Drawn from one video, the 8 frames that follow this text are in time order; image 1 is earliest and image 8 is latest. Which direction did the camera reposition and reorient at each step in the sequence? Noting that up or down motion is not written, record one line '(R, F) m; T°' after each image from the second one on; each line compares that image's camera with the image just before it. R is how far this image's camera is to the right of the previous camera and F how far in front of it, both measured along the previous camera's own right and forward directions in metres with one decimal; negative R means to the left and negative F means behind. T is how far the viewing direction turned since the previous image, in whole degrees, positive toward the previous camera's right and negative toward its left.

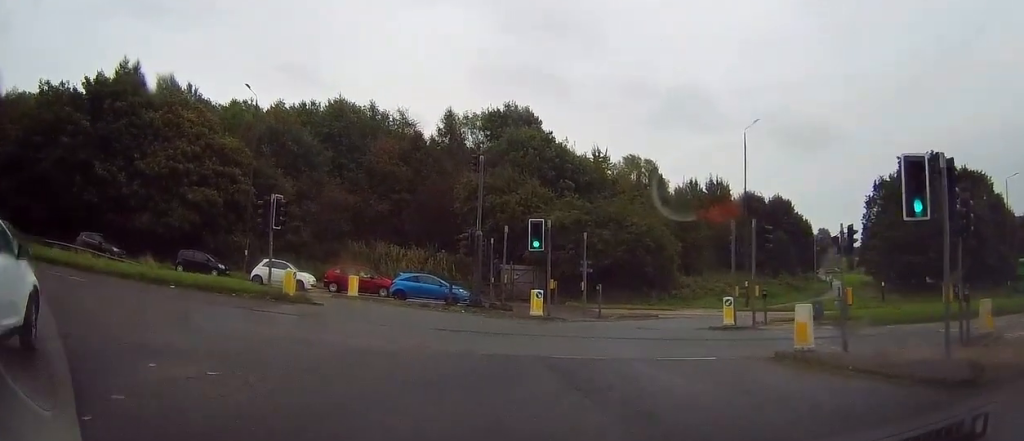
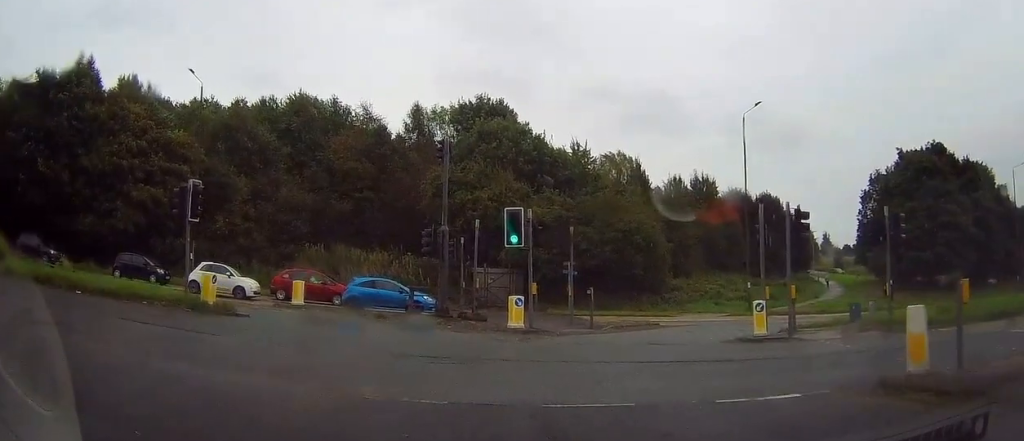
(0.0, +4.6) m; +3°
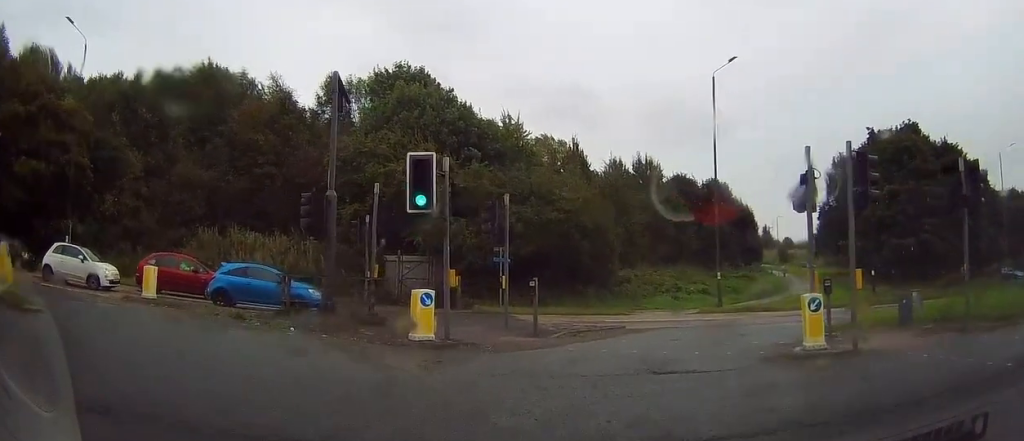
(+0.4, +6.8) m; +7°
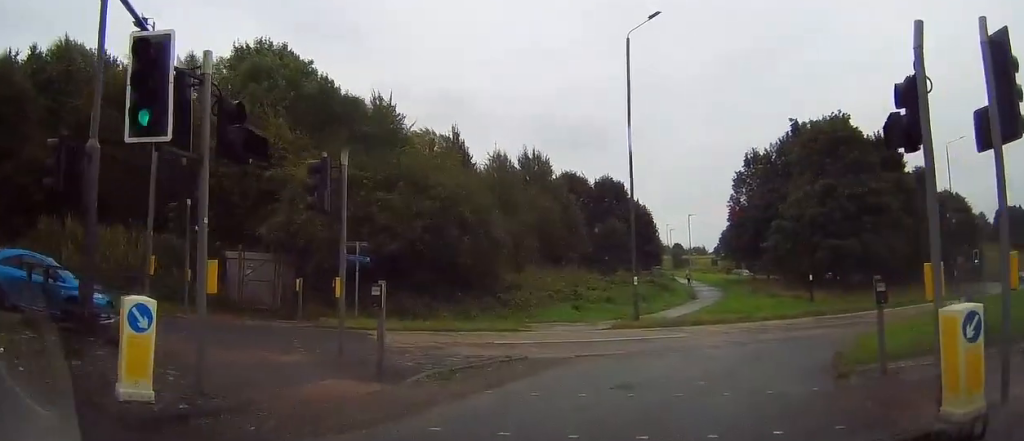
(+0.6, +6.8) m; +11°
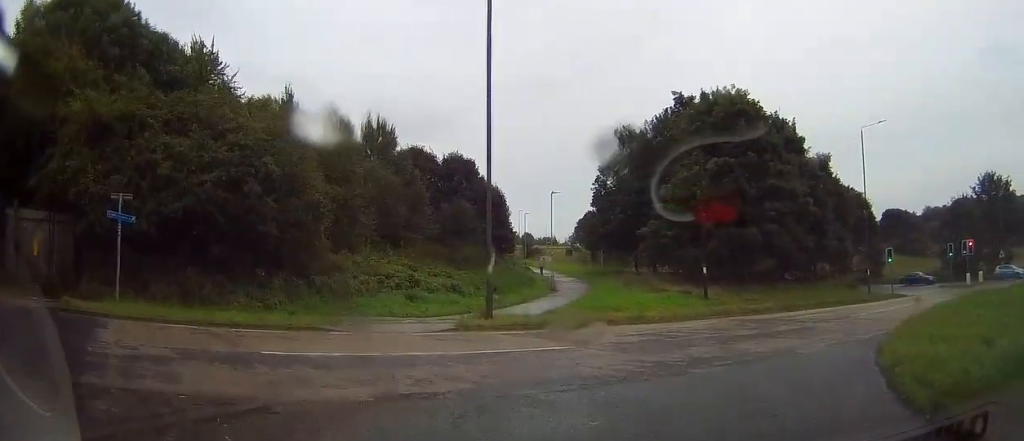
(+0.5, +7.3) m; +10°
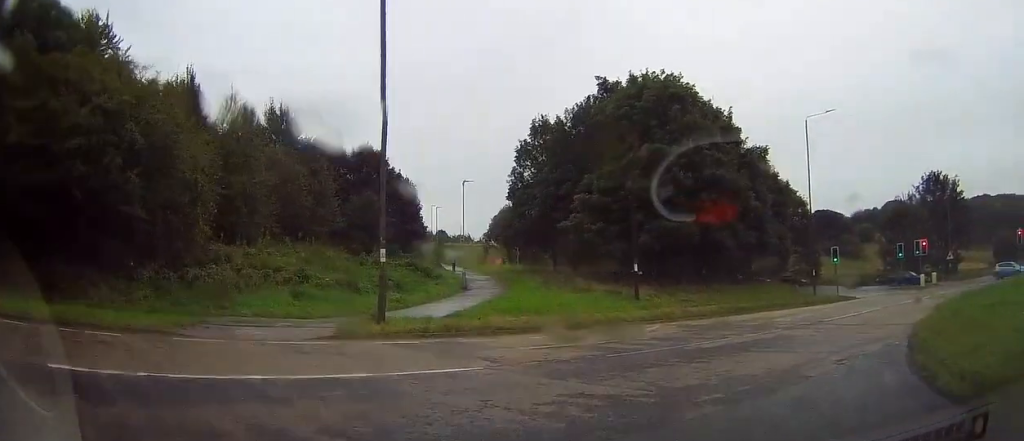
(+0.2, +3.8) m; +9°
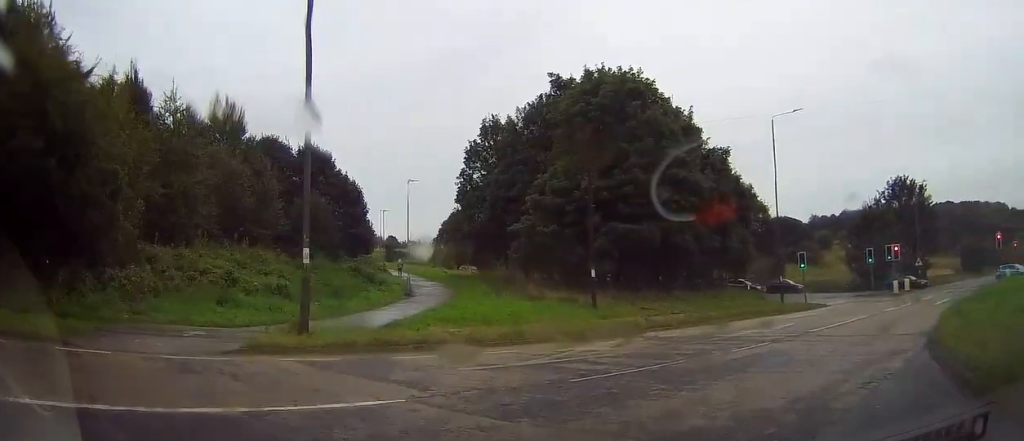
(+0.3, +2.3) m; +4°
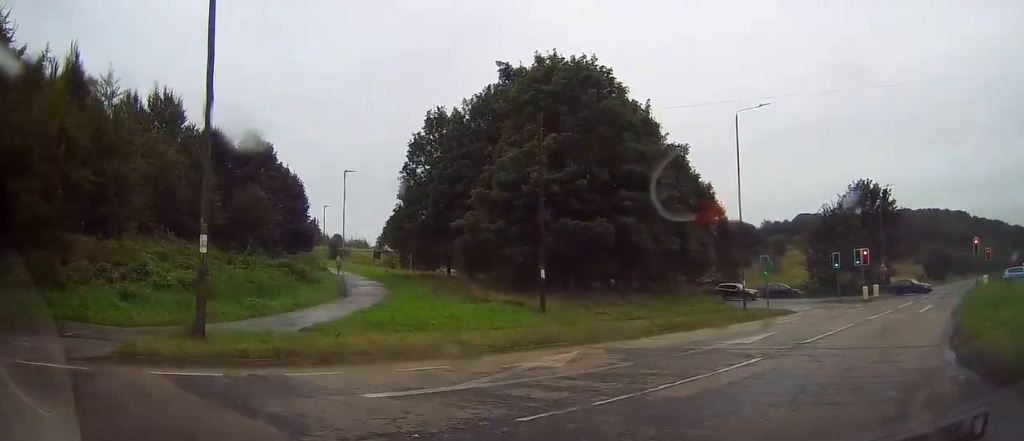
(+0.1, +2.6) m; +4°
